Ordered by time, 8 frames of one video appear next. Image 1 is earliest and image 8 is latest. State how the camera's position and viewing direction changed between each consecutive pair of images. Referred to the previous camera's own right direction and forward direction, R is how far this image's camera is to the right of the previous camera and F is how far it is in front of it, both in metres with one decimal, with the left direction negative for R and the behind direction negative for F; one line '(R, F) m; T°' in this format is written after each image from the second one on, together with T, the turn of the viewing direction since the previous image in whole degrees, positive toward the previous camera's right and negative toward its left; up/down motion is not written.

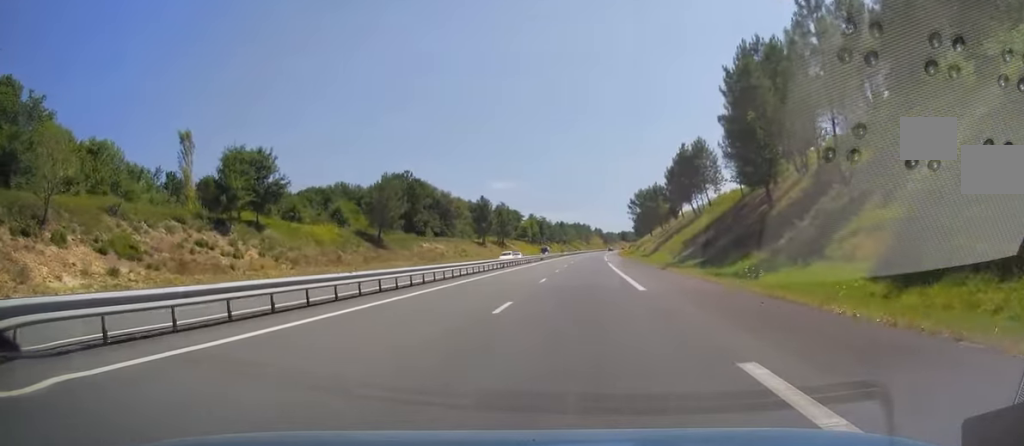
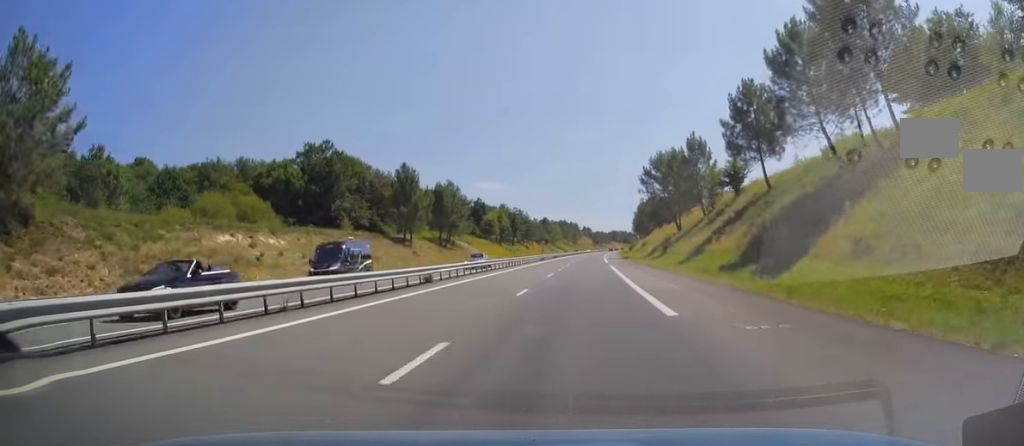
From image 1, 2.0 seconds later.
(+1.0, +59.6) m; +1°
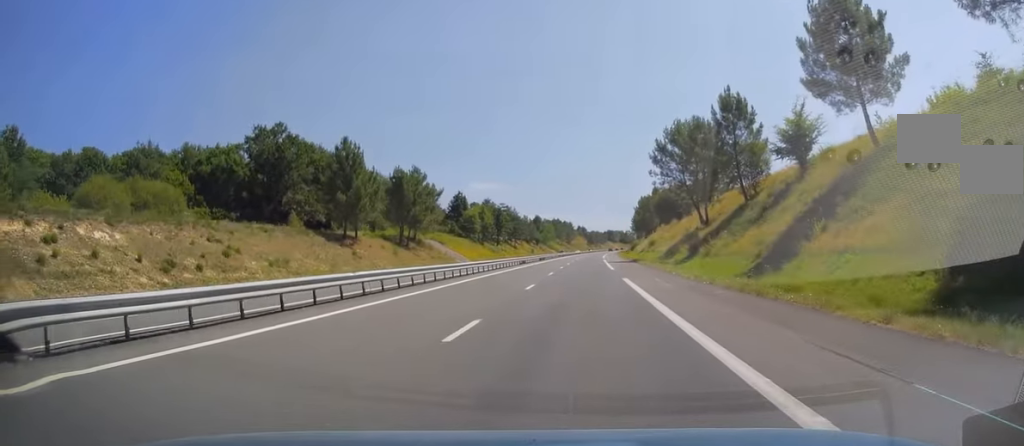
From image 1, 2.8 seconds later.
(0.0, +22.8) m; 0°
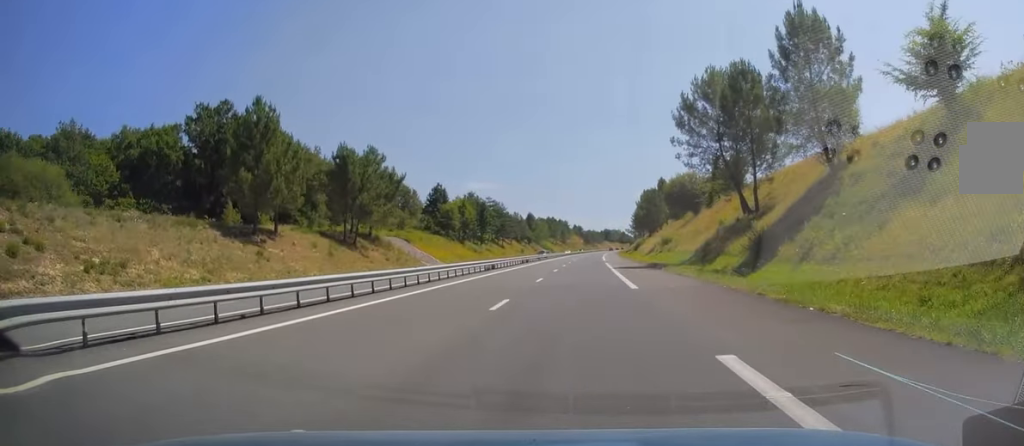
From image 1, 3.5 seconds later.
(+0.2, +20.9) m; +1°
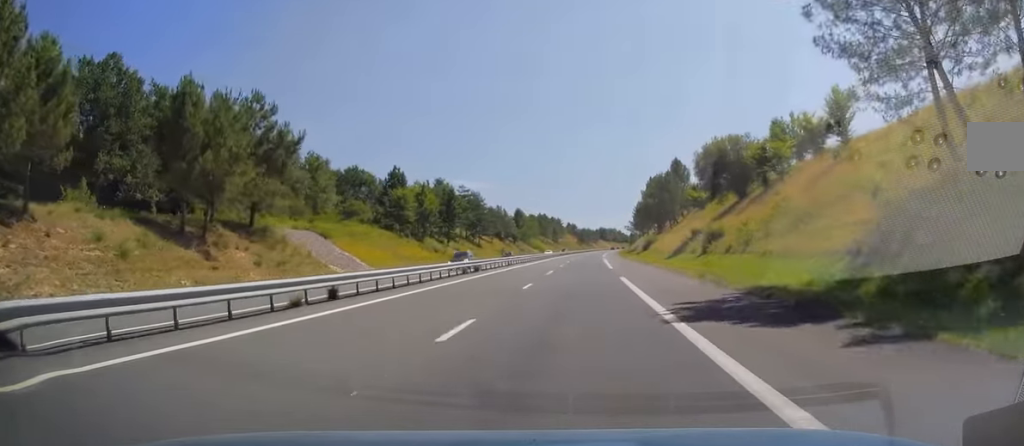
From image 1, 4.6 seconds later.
(0.0, +31.2) m; 0°
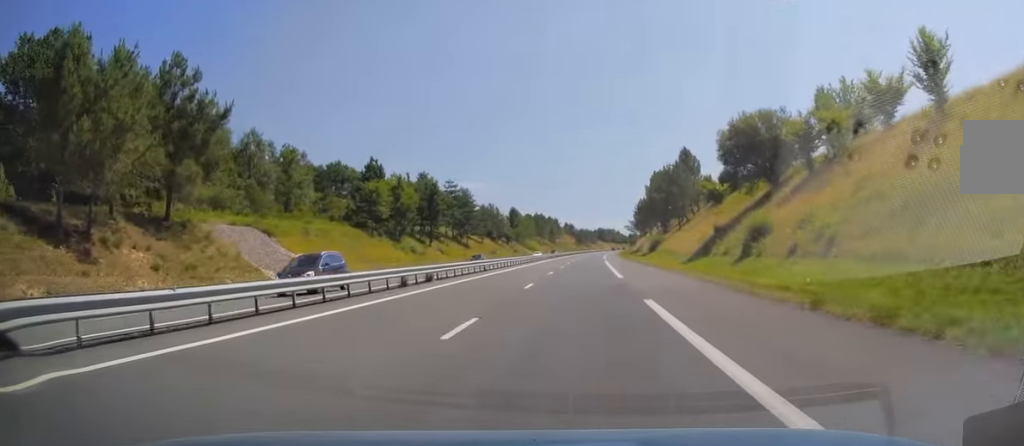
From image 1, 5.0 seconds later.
(0.0, +12.7) m; 0°
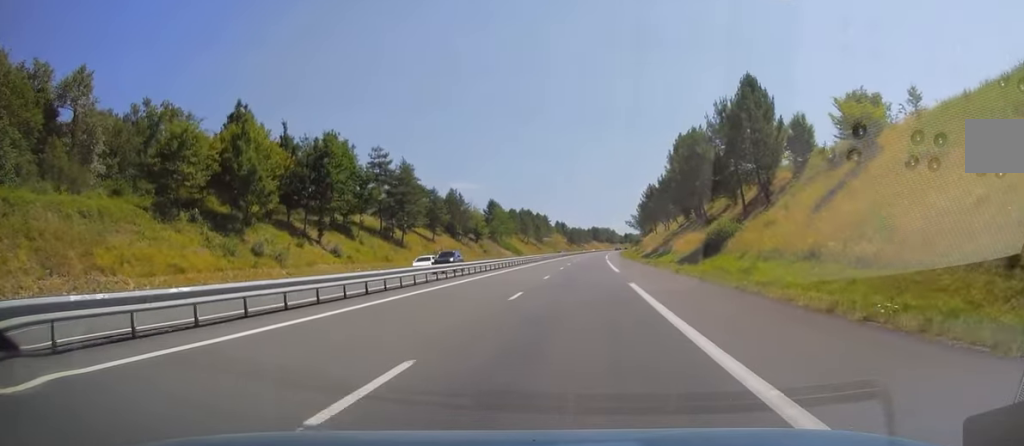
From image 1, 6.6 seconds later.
(+0.5, +44.5) m; +1°
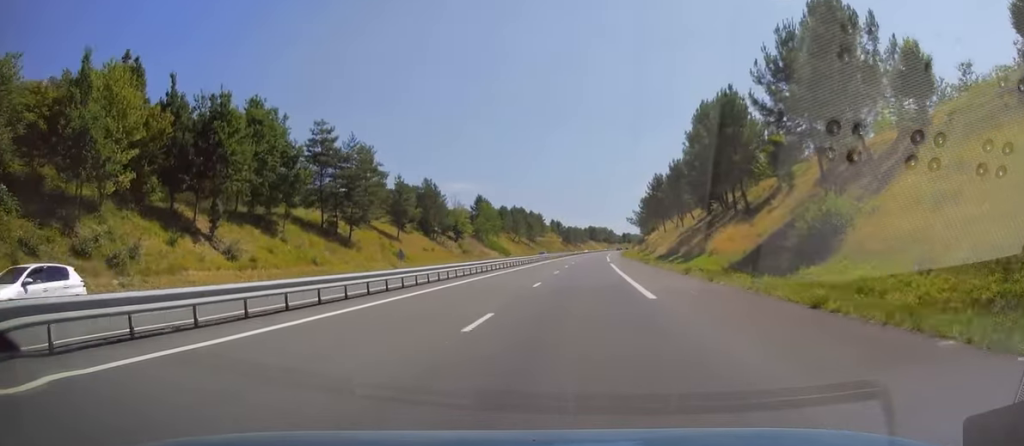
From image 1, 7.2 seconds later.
(-0.3, +20.1) m; 0°
